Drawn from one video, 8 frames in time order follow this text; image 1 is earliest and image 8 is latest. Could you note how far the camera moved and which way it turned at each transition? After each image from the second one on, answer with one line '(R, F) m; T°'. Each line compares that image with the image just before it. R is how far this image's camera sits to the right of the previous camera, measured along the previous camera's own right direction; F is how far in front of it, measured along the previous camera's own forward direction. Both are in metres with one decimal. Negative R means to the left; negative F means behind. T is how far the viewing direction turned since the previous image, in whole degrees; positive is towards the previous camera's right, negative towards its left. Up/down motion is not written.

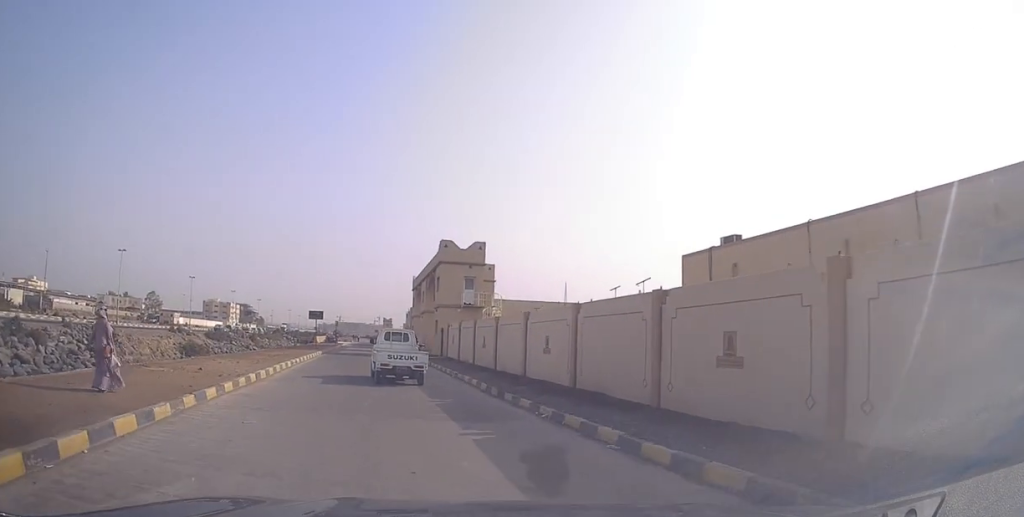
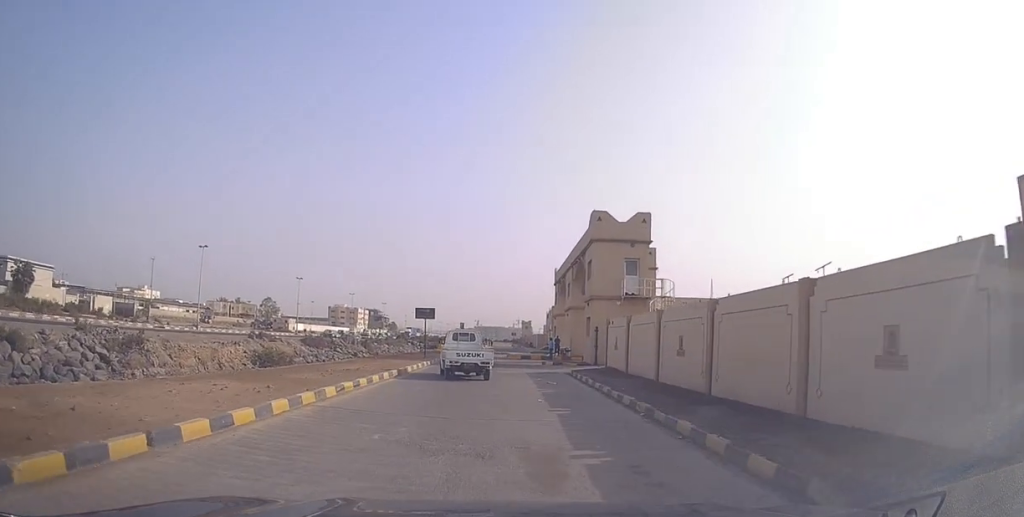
(-0.9, +11.7) m; -7°
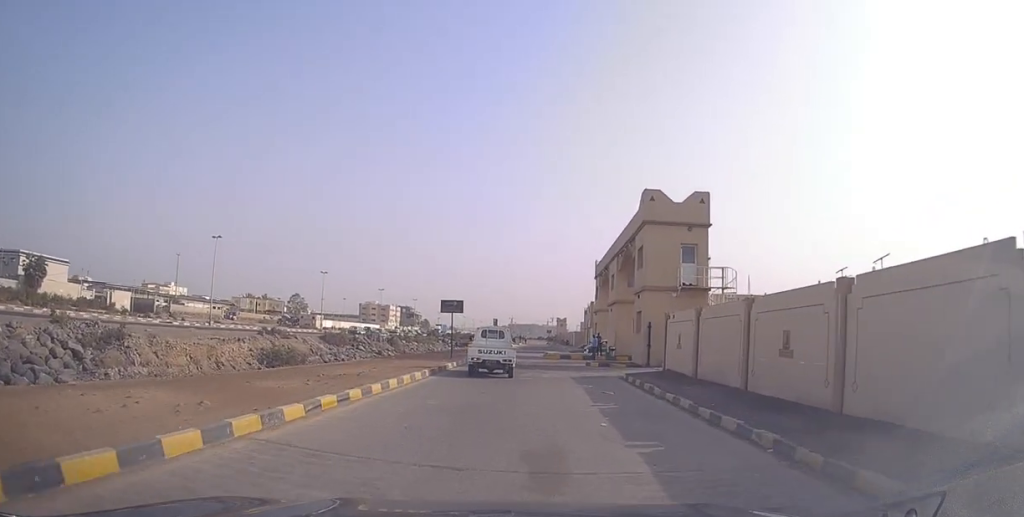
(0.0, +4.5) m; -1°
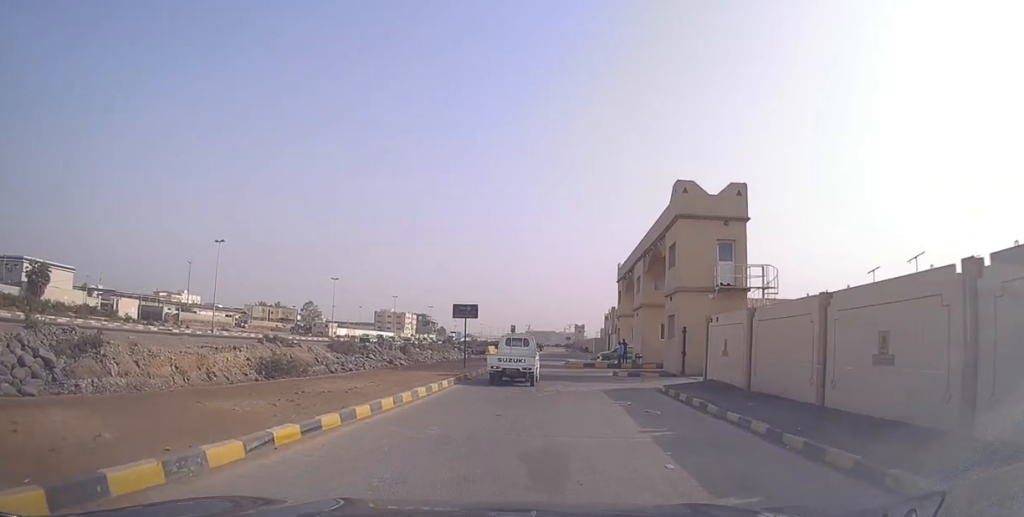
(0.0, +3.0) m; -4°
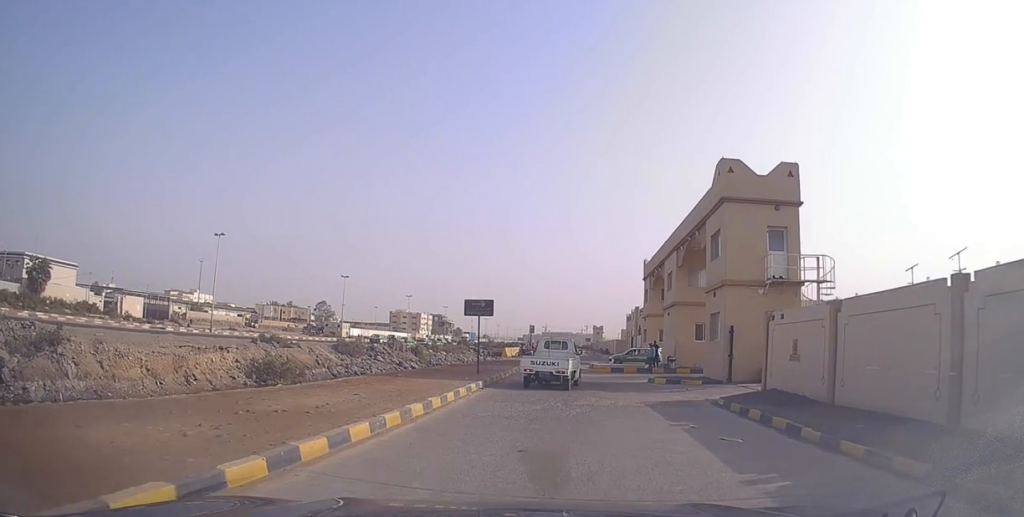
(0.0, +3.8) m; -3°
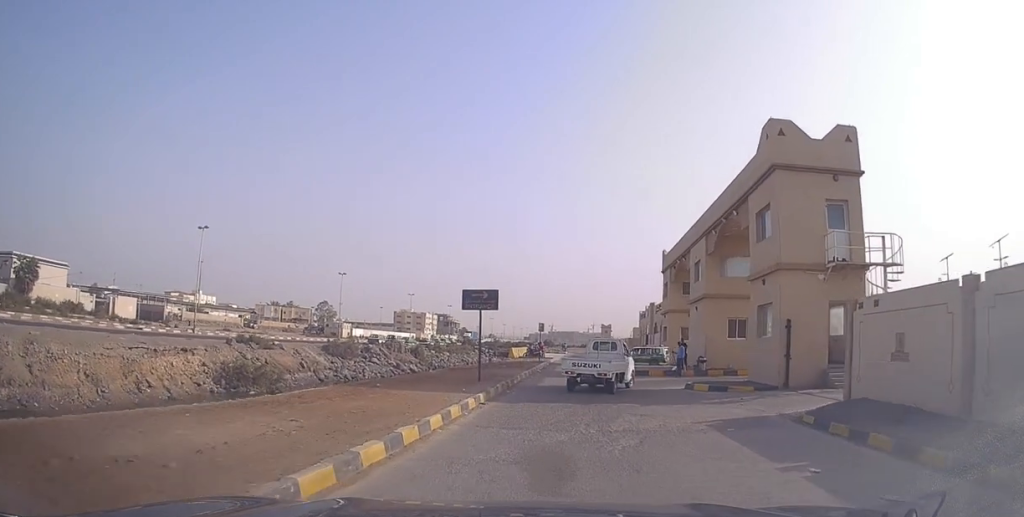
(-0.6, +4.6) m; +1°
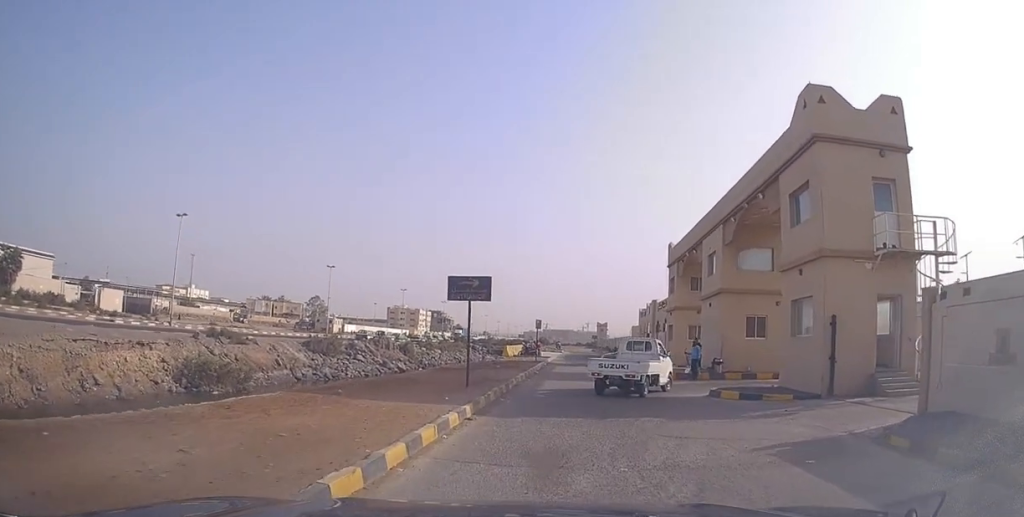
(+0.4, +3.3) m; +2°
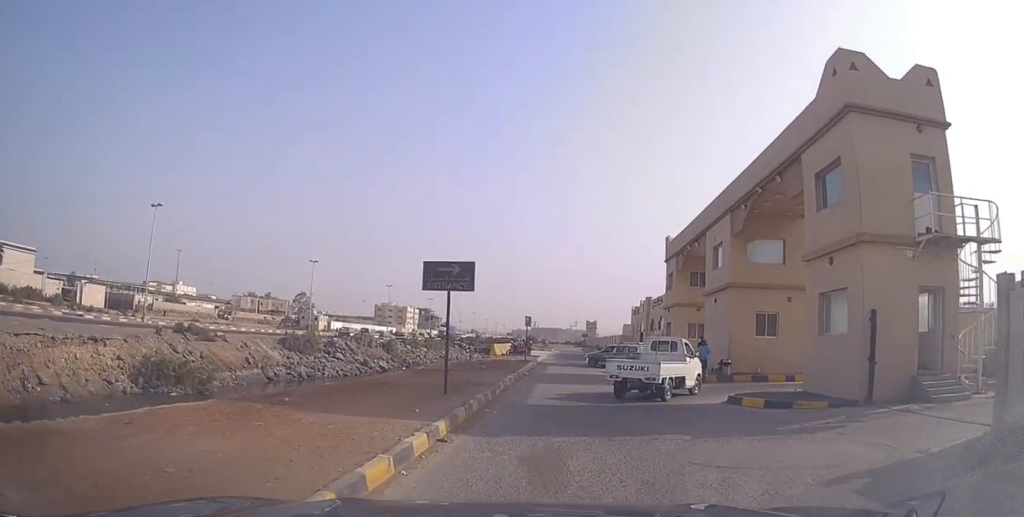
(+0.3, +2.8) m; +2°
